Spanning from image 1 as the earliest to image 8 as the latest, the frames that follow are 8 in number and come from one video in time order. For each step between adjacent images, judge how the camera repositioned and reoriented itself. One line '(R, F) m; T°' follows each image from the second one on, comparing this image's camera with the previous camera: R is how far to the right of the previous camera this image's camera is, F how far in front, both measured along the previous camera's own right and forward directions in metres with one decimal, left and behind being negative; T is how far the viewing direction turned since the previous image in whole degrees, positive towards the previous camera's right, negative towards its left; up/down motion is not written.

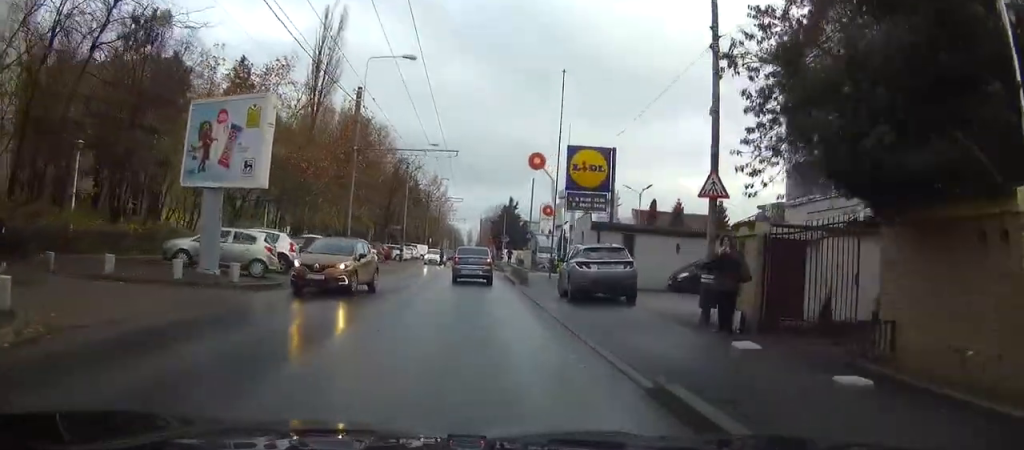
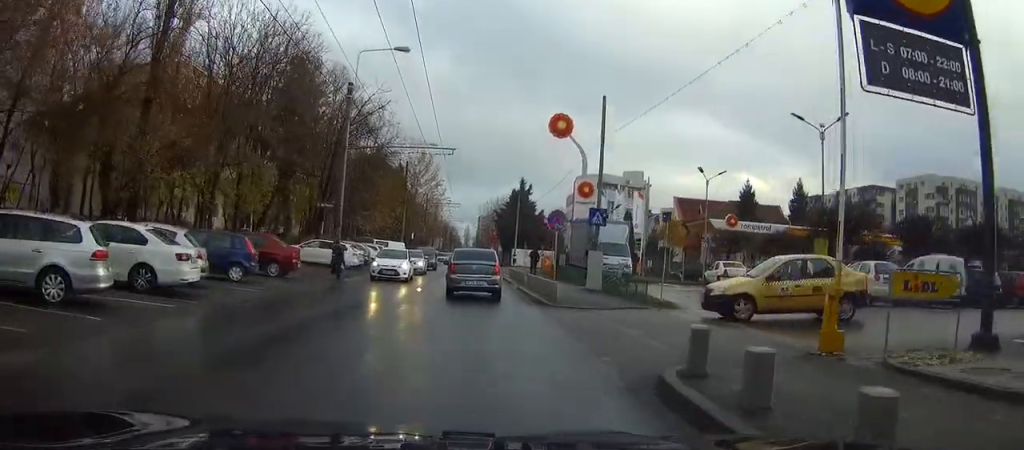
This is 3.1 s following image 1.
(-0.4, +32.1) m; -1°
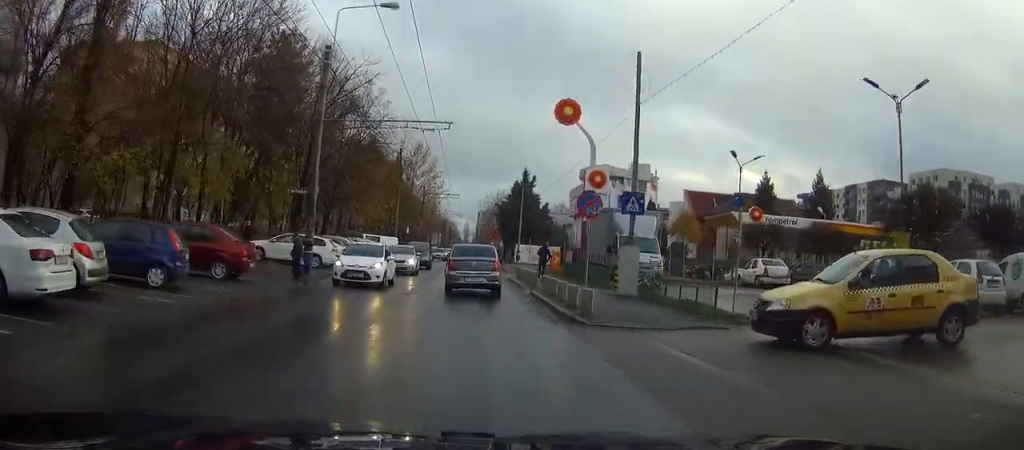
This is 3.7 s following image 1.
(0.0, +6.0) m; 0°
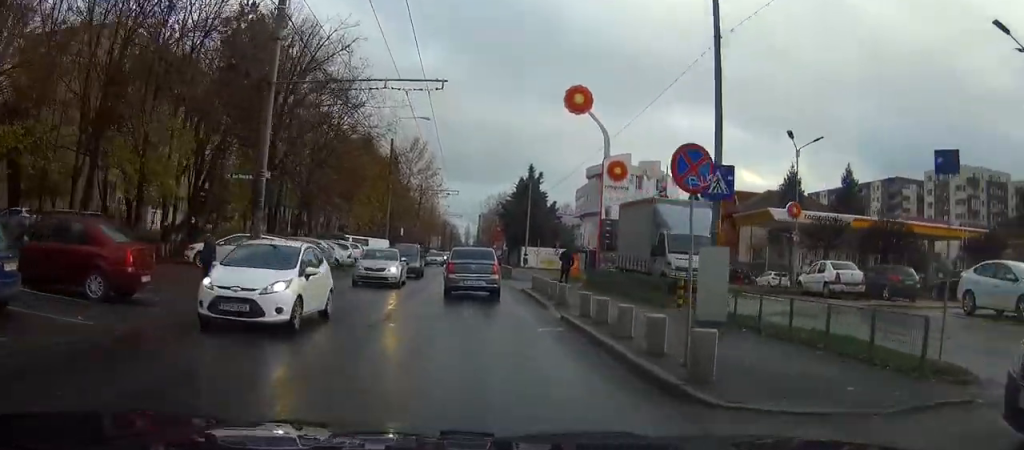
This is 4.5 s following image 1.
(+0.1, +7.6) m; +1°
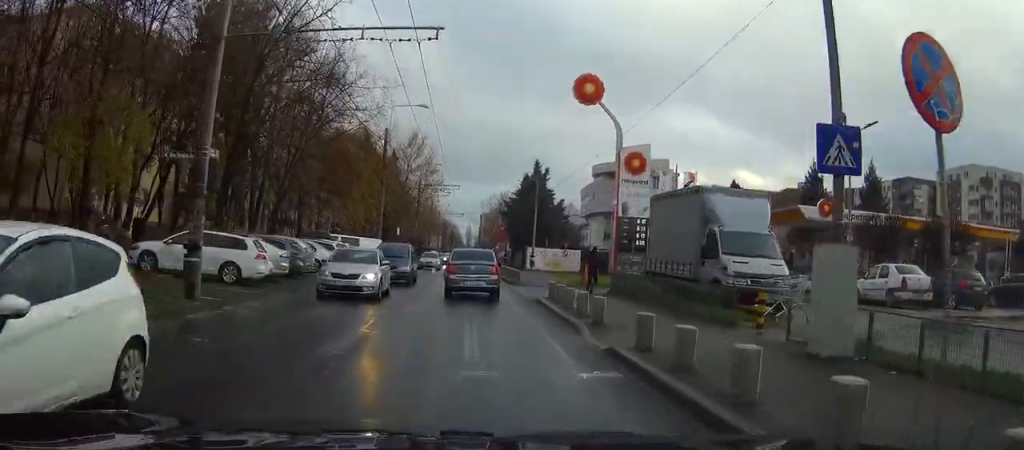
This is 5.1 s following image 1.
(0.0, +5.1) m; 0°
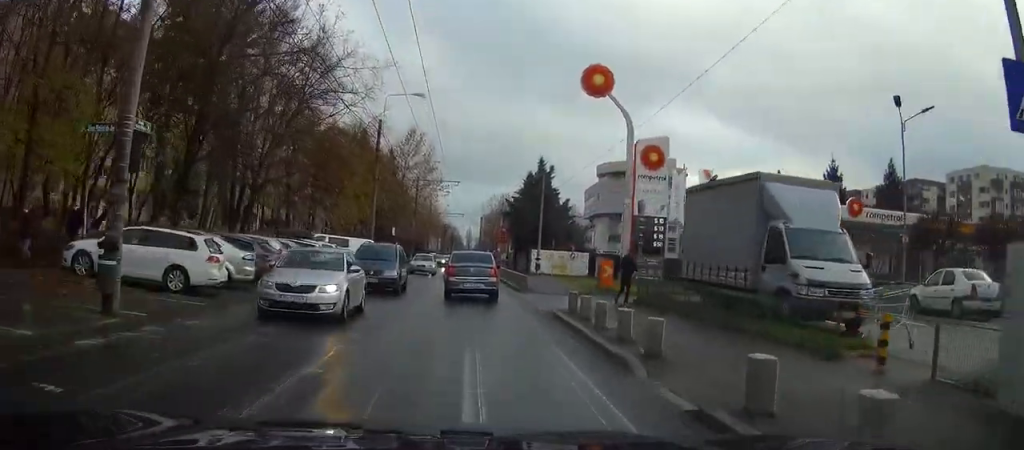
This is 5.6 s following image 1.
(0.0, +4.2) m; 0°
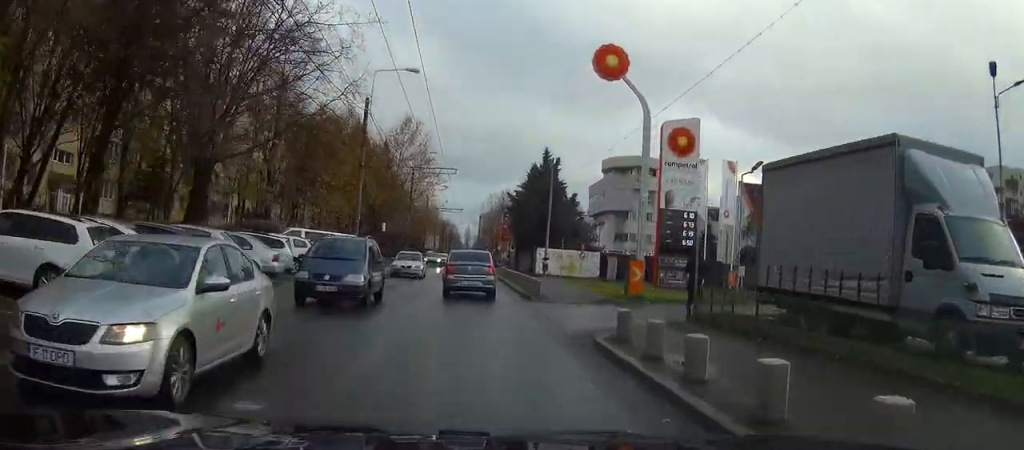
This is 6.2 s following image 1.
(+0.1, +5.6) m; 0°
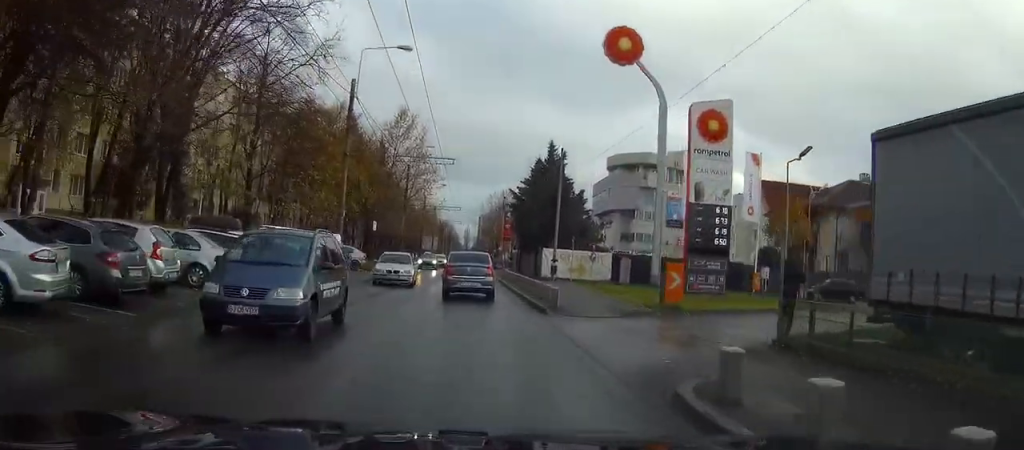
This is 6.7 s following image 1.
(0.0, +4.6) m; 0°
